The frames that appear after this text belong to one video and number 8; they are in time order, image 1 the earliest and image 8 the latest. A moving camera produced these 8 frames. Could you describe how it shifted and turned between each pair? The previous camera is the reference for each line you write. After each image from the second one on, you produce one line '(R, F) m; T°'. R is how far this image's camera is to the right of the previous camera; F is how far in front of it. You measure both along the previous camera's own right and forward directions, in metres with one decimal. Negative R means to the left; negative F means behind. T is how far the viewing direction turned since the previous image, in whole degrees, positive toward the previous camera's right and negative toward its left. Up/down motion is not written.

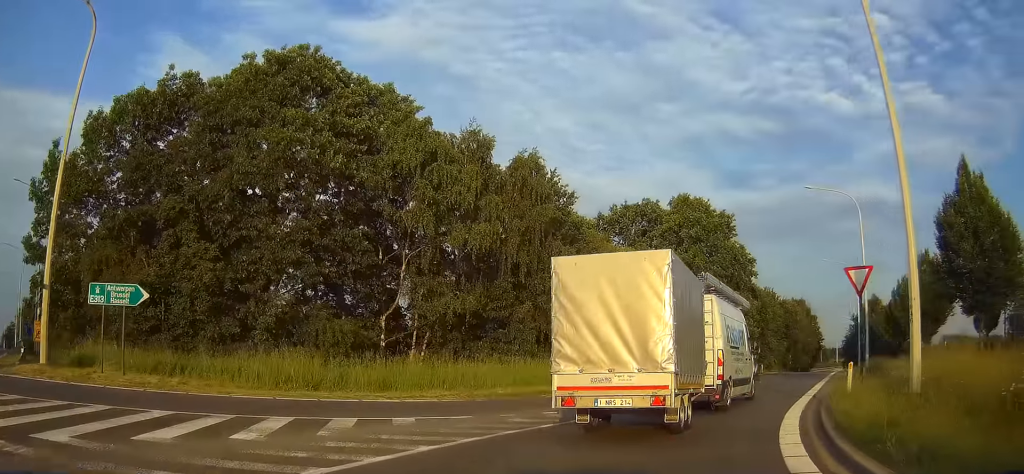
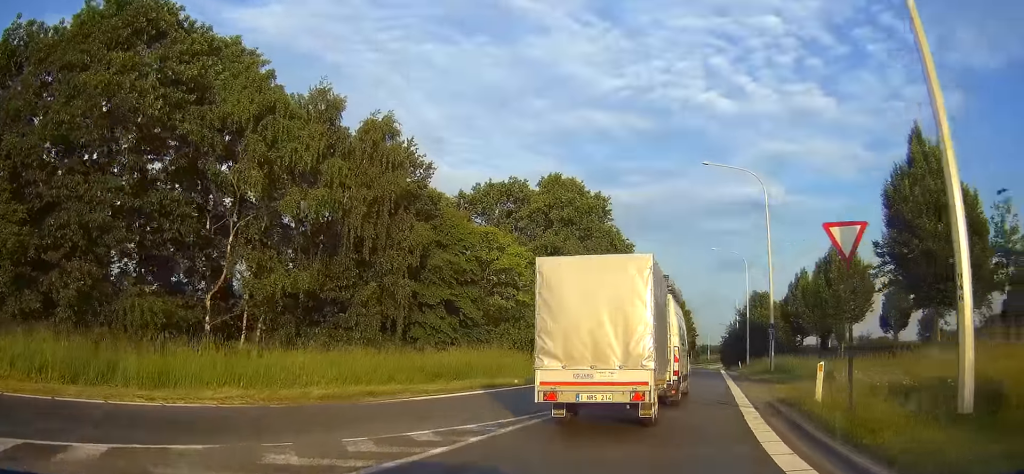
(+0.5, +6.1) m; +12°
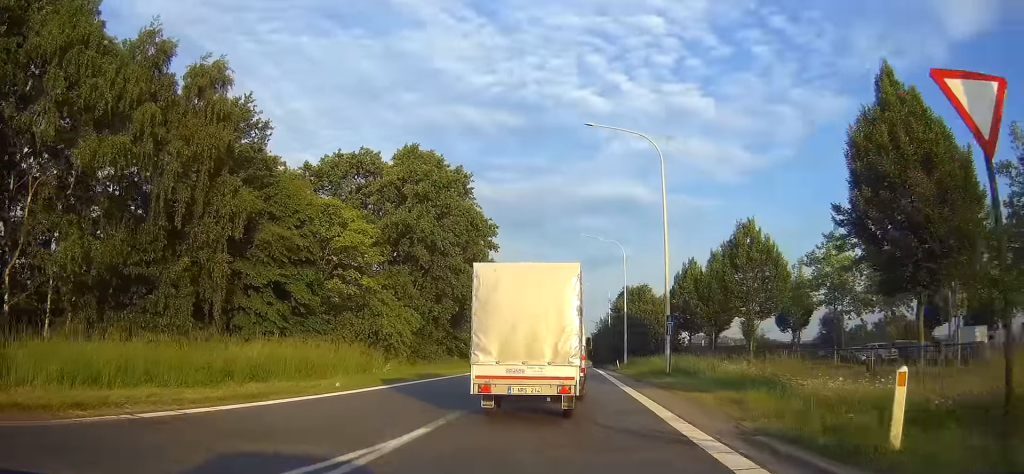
(+0.6, +7.1) m; +16°
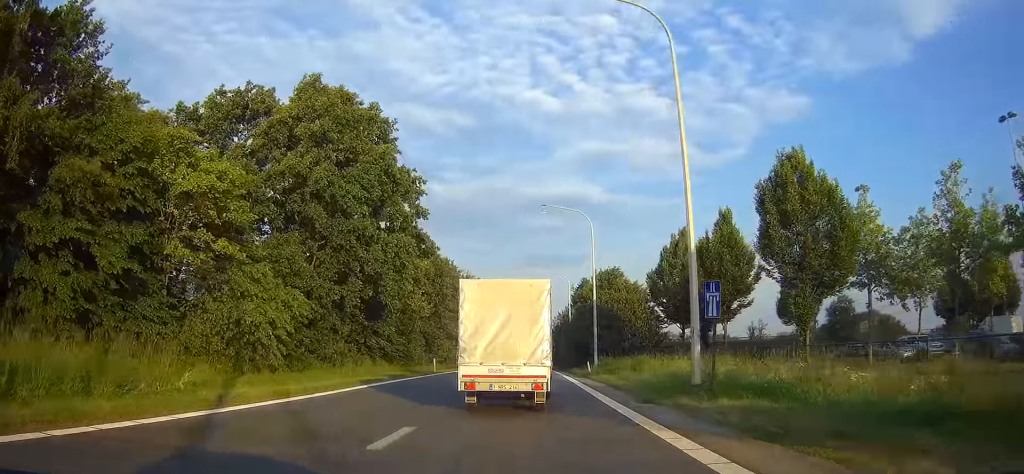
(+3.2, +13.5) m; +15°
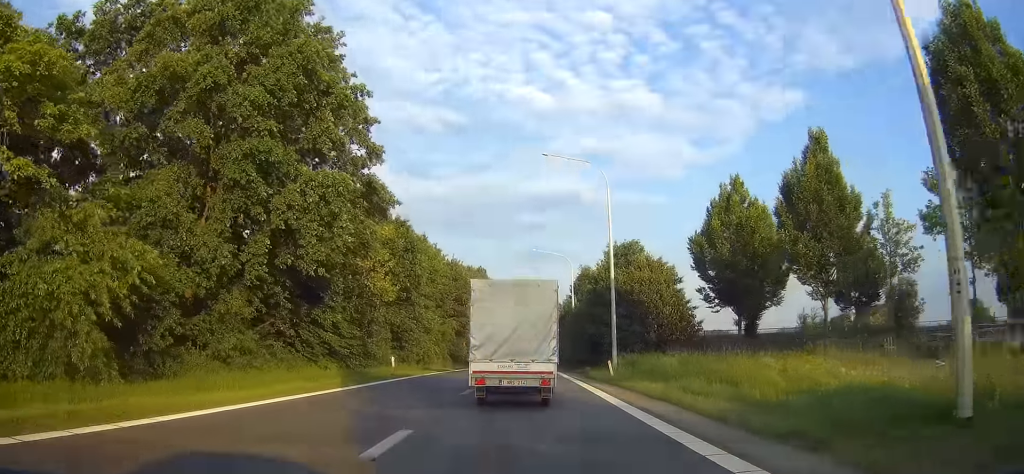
(+0.2, +12.5) m; -1°
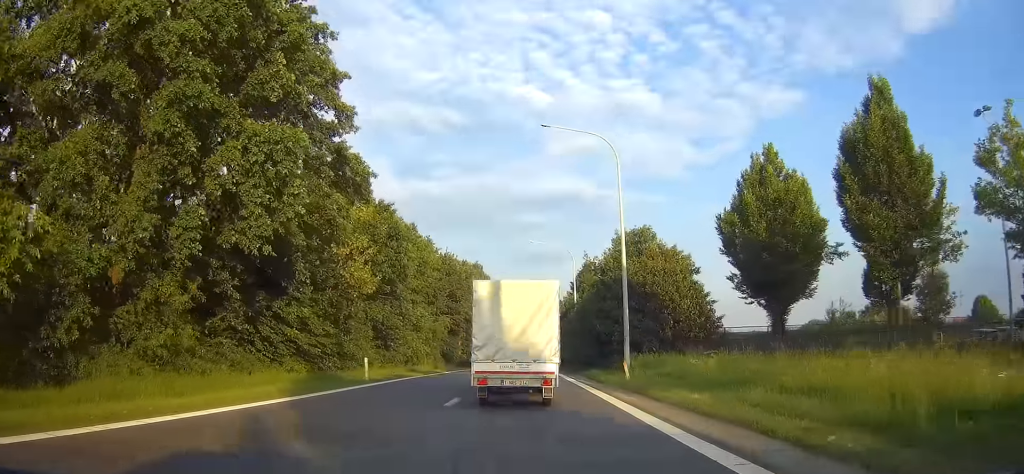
(0.0, +5.0) m; -1°
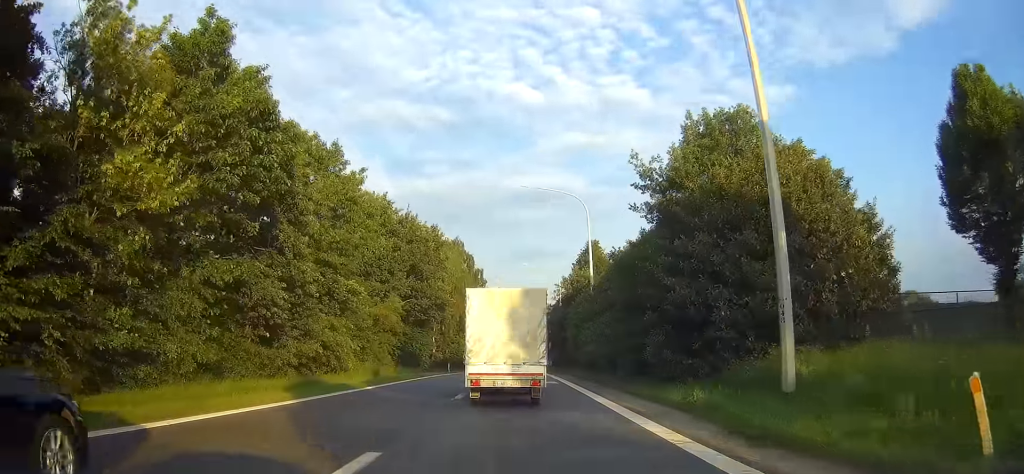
(-0.9, +21.3) m; -4°
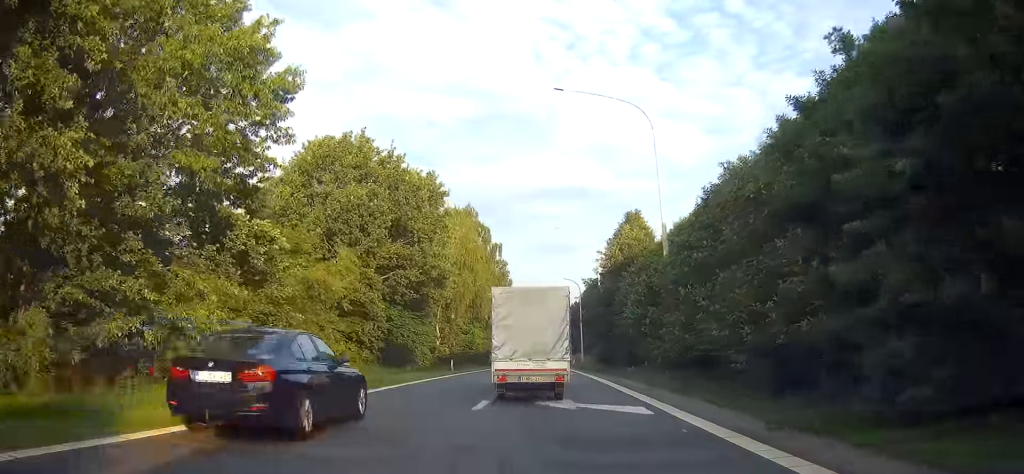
(-0.2, +16.0) m; -2°
